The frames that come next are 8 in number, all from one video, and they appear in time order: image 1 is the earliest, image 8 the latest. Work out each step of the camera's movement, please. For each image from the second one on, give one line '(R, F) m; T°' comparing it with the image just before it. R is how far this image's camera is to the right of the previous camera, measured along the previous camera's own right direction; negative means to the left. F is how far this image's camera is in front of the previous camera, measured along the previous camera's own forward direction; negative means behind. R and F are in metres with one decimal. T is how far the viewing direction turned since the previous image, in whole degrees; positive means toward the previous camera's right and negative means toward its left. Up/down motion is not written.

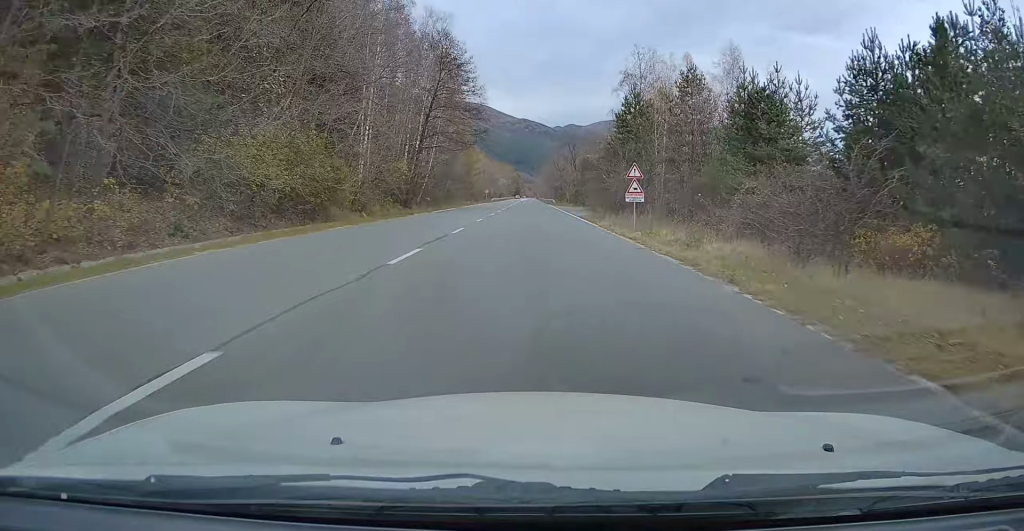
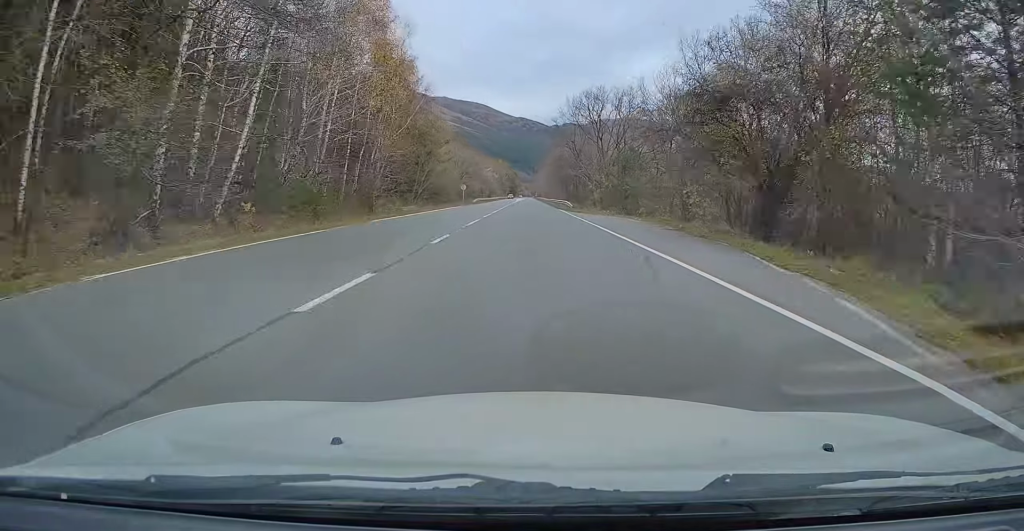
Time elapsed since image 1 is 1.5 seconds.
(-0.4, +40.6) m; -1°
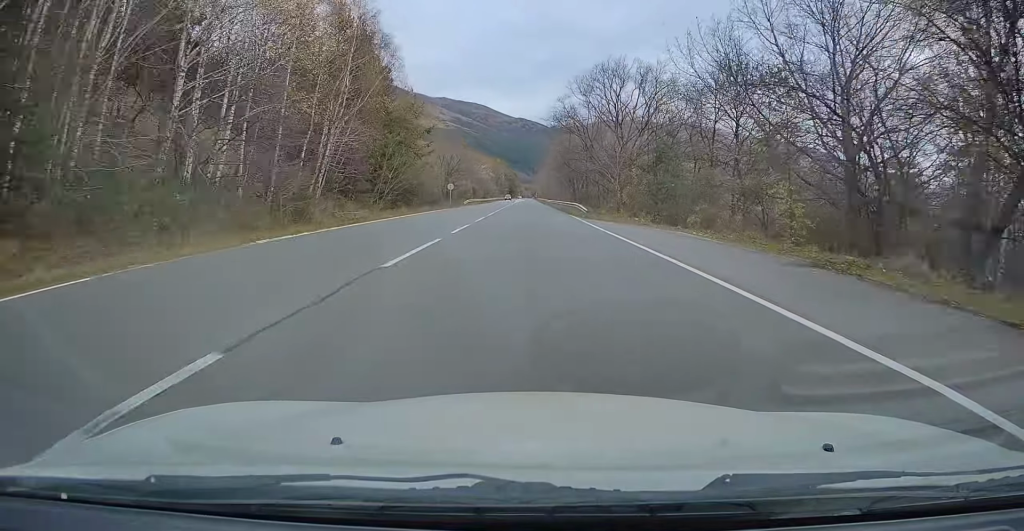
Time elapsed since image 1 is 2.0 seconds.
(0.0, +13.8) m; 0°
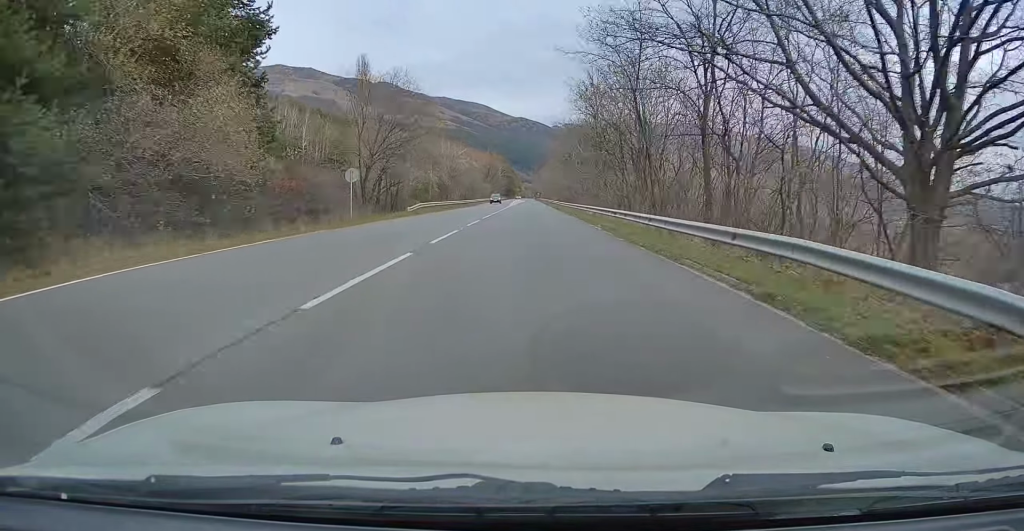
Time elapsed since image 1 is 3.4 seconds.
(+0.5, +40.6) m; +1°
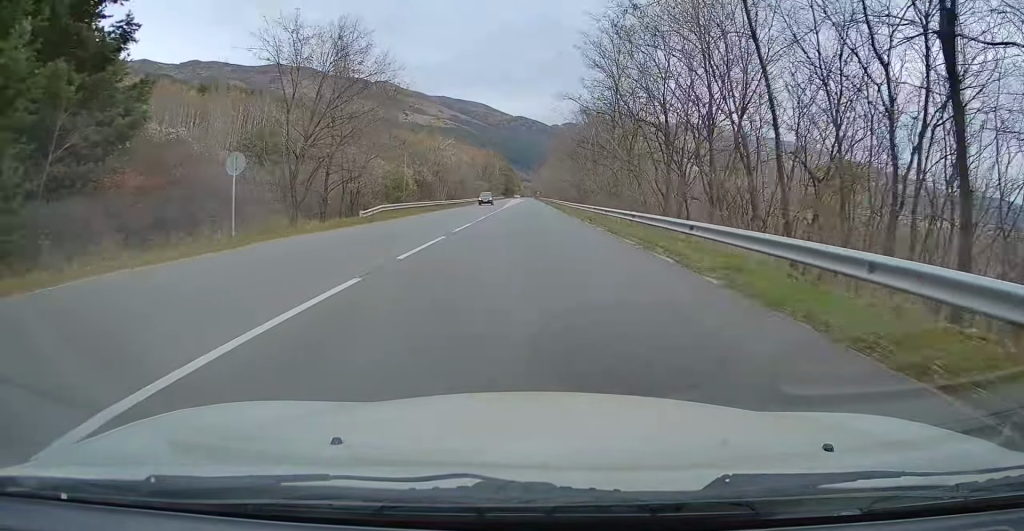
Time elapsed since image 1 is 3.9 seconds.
(+0.1, +12.9) m; 0°
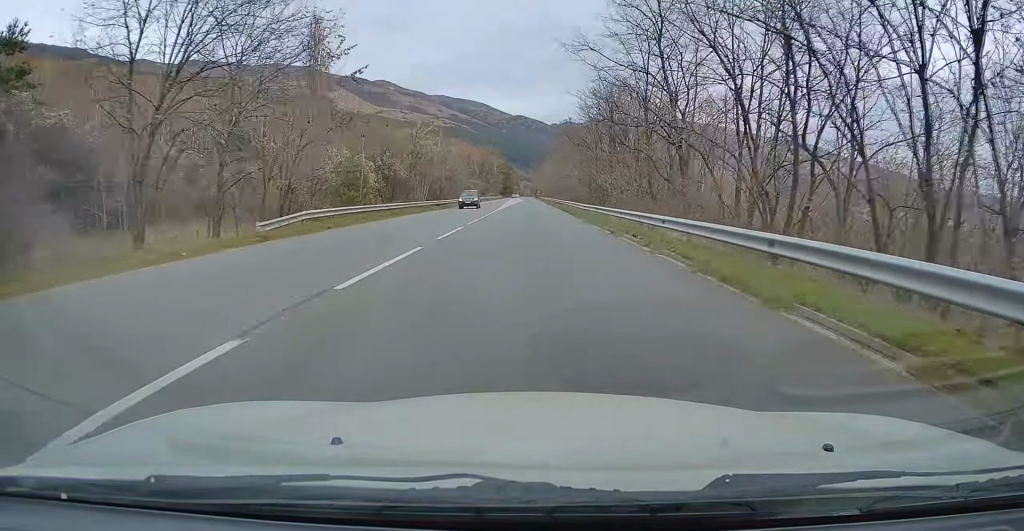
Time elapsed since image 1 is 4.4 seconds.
(-0.1, +12.9) m; 0°
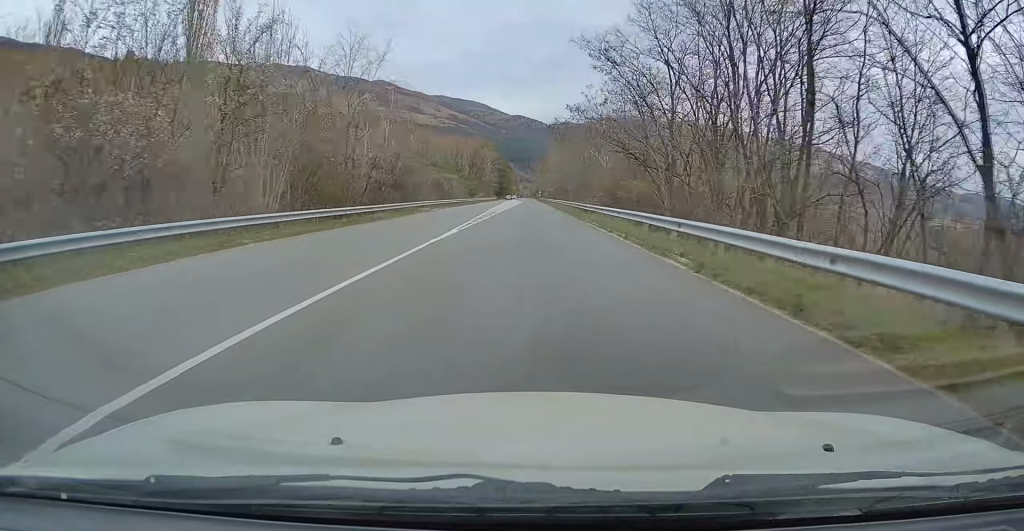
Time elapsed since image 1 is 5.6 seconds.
(-0.3, +34.1) m; 0°
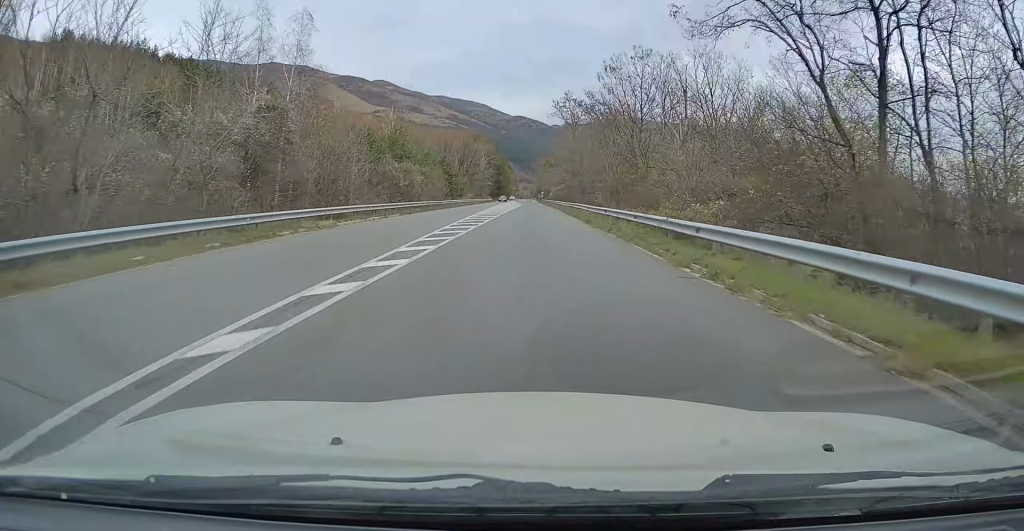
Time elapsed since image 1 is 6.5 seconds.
(+0.2, +25.8) m; 0°
